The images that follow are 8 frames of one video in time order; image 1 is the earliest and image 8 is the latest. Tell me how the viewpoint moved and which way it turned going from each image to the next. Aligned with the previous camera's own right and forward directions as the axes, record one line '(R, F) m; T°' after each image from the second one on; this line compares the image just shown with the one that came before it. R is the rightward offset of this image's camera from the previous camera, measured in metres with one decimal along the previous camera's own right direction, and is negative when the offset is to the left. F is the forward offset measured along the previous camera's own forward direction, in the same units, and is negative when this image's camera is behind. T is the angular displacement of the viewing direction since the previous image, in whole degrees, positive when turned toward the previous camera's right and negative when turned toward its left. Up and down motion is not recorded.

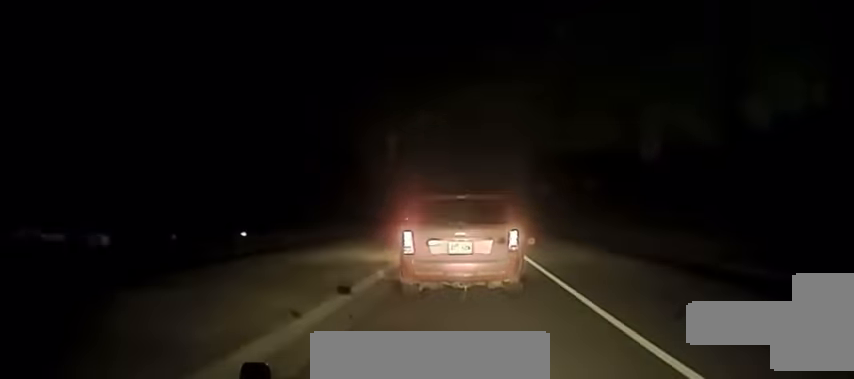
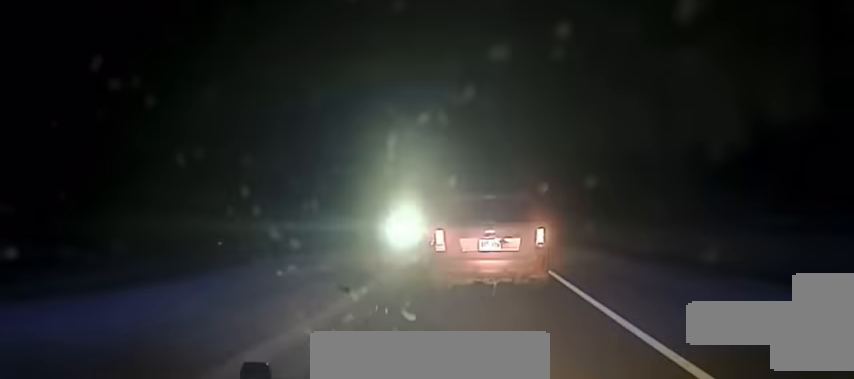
(0.0, +19.0) m; 0°
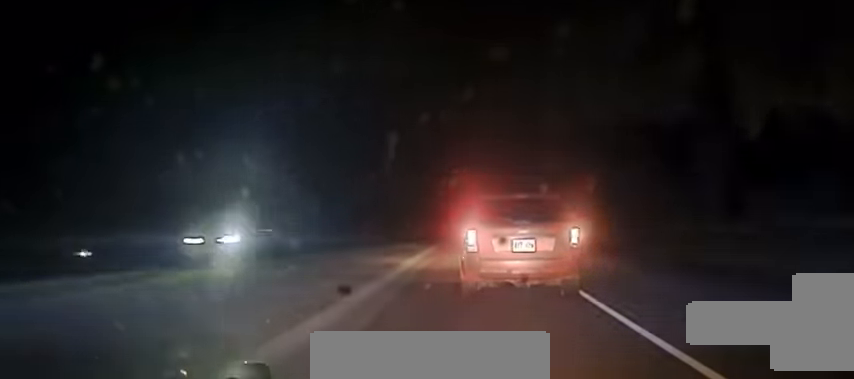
(-0.1, +48.4) m; 0°
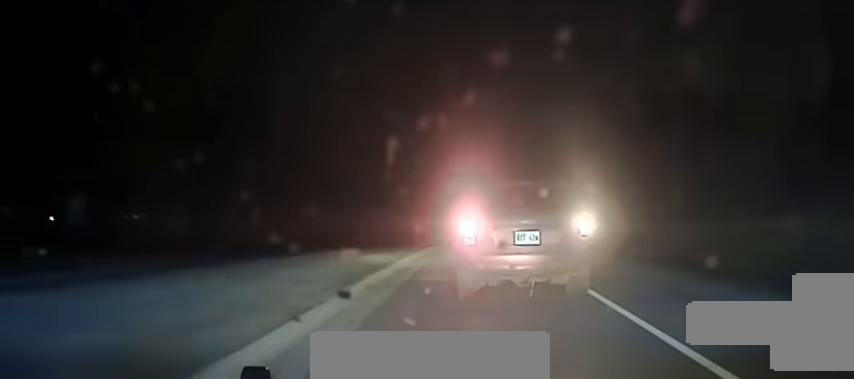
(0.0, +24.3) m; 0°
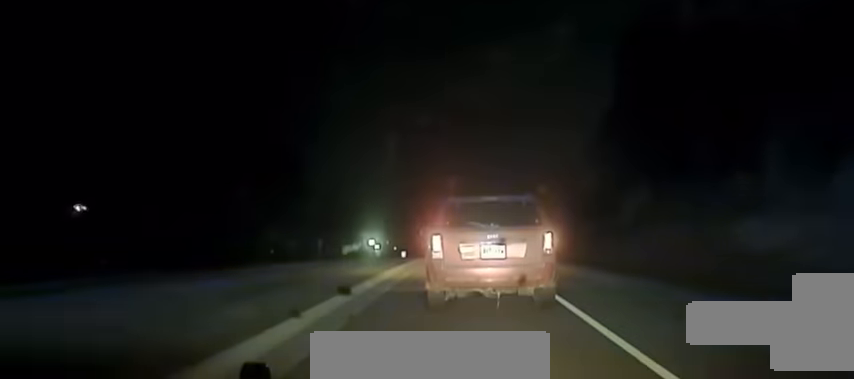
(+0.2, +34.6) m; 0°
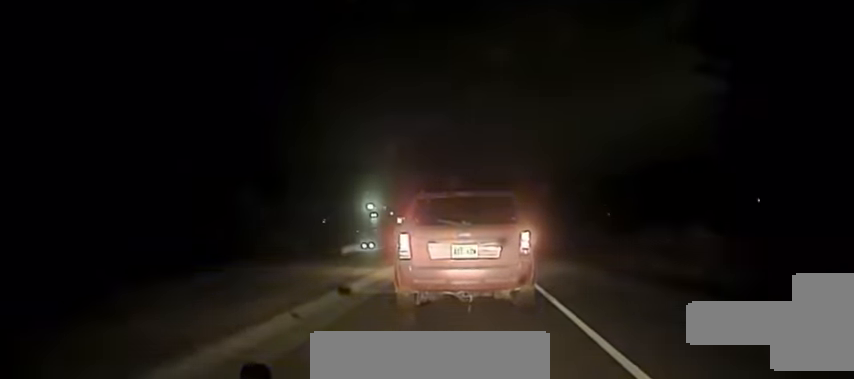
(+0.1, +46.0) m; 0°
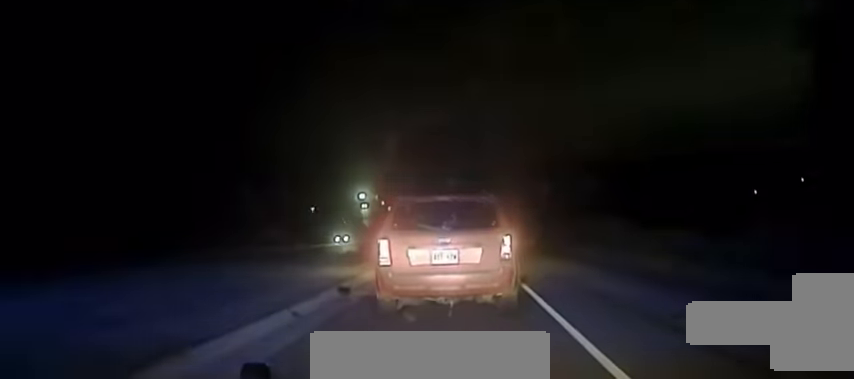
(-0.1, +18.0) m; 0°
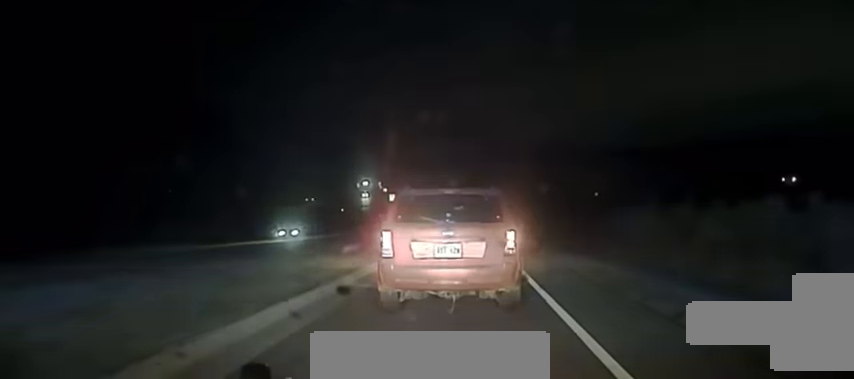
(-0.2, +25.6) m; -1°
